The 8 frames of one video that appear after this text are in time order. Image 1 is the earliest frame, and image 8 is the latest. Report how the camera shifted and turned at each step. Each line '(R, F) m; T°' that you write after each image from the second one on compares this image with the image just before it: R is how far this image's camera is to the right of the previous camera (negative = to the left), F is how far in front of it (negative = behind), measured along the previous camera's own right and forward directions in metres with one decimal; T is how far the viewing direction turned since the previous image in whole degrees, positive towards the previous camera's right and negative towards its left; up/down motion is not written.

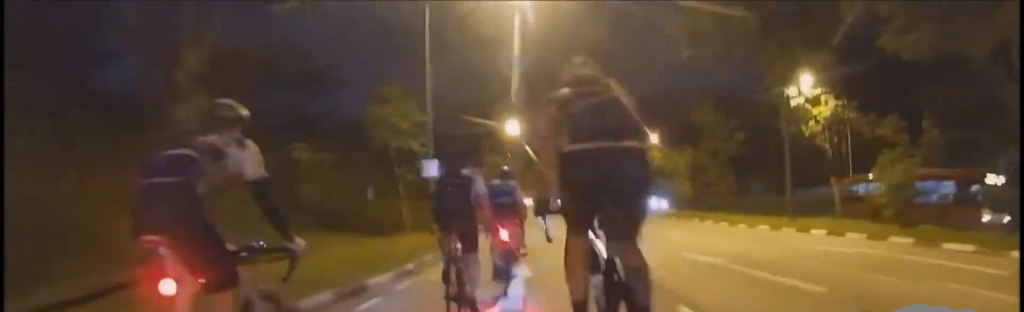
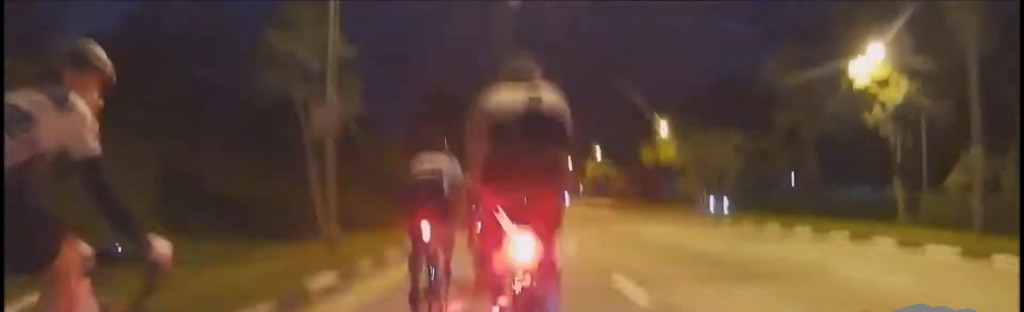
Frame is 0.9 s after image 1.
(0.0, +9.8) m; 0°
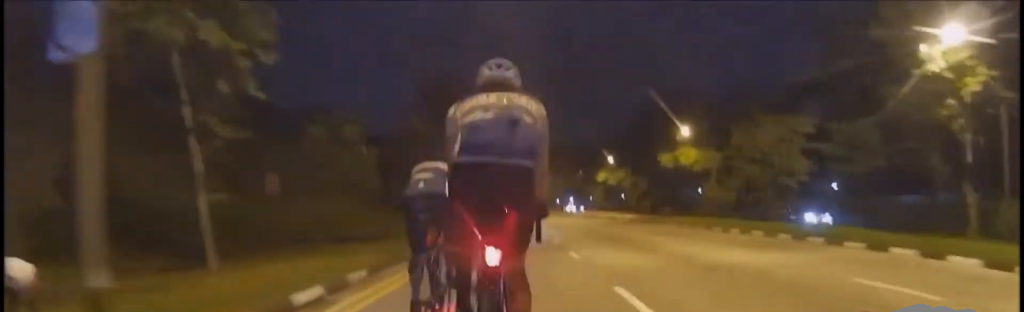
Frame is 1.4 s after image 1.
(0.0, +6.4) m; 0°
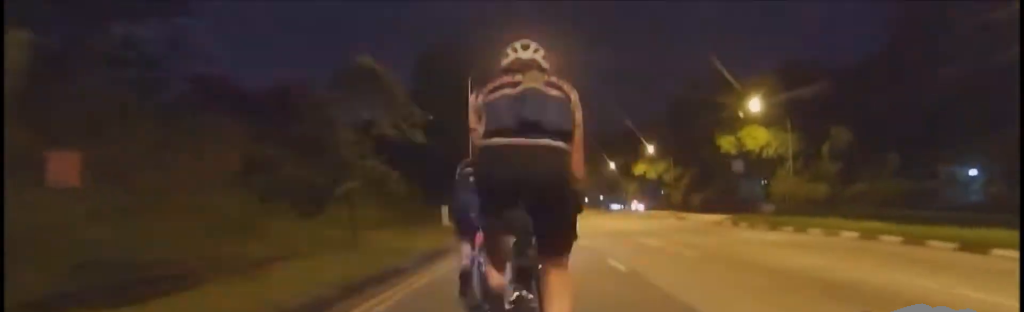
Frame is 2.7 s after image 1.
(0.0, +14.5) m; 0°
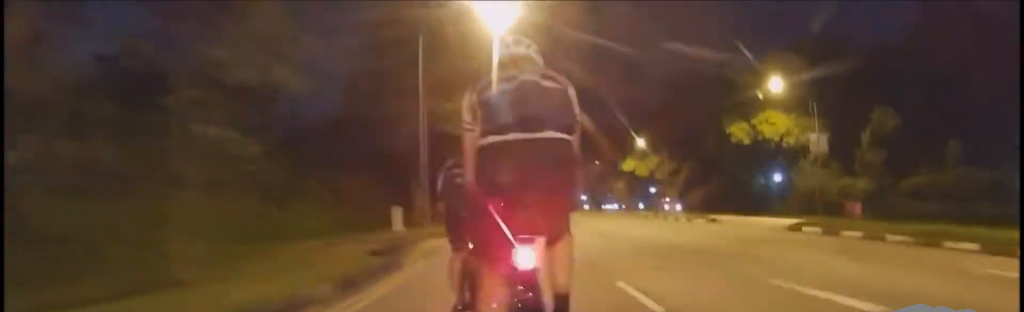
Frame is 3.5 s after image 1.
(0.0, +9.4) m; 0°
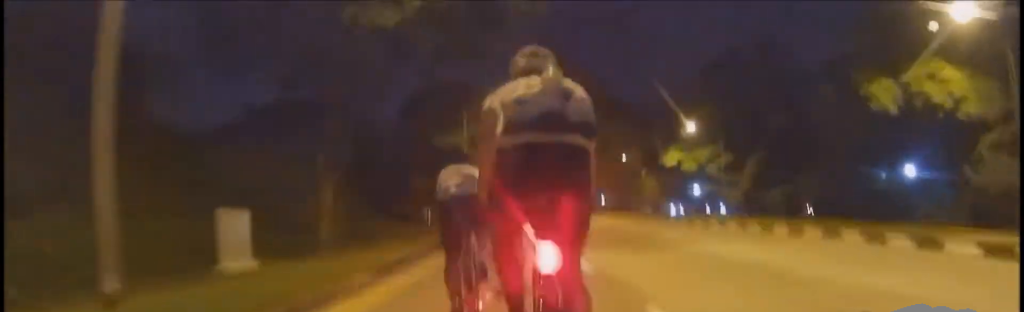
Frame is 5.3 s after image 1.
(0.0, +19.8) m; -2°
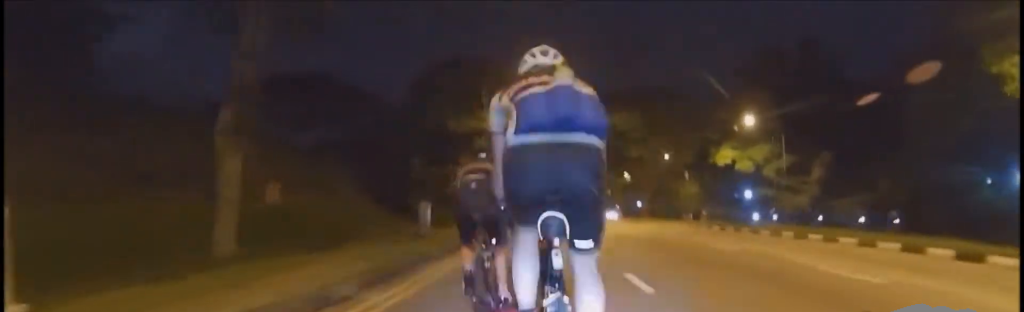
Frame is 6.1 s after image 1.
(+0.1, +8.2) m; -5°
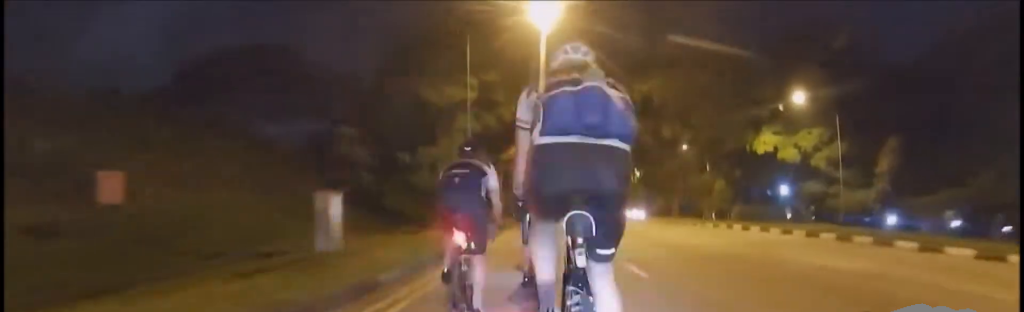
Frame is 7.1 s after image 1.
(-1.1, +10.5) m; -1°
